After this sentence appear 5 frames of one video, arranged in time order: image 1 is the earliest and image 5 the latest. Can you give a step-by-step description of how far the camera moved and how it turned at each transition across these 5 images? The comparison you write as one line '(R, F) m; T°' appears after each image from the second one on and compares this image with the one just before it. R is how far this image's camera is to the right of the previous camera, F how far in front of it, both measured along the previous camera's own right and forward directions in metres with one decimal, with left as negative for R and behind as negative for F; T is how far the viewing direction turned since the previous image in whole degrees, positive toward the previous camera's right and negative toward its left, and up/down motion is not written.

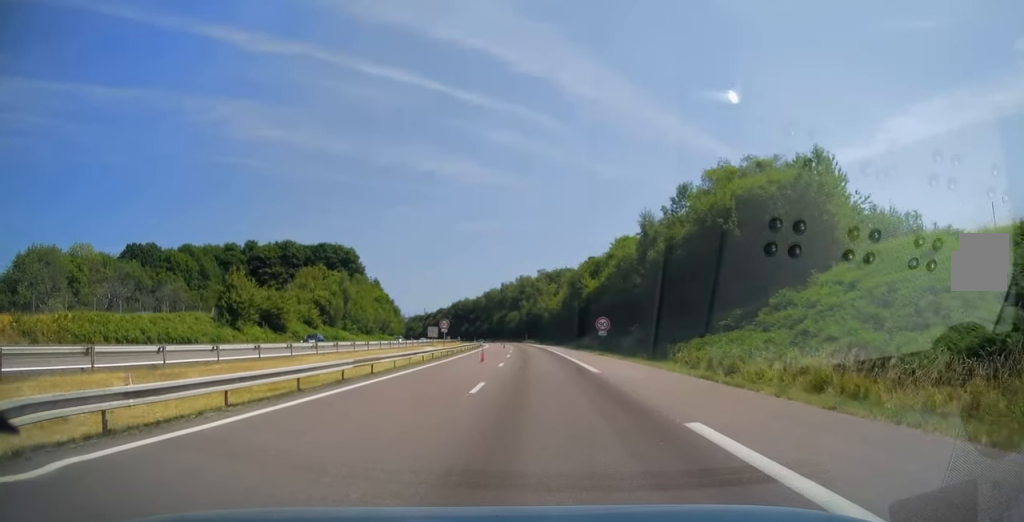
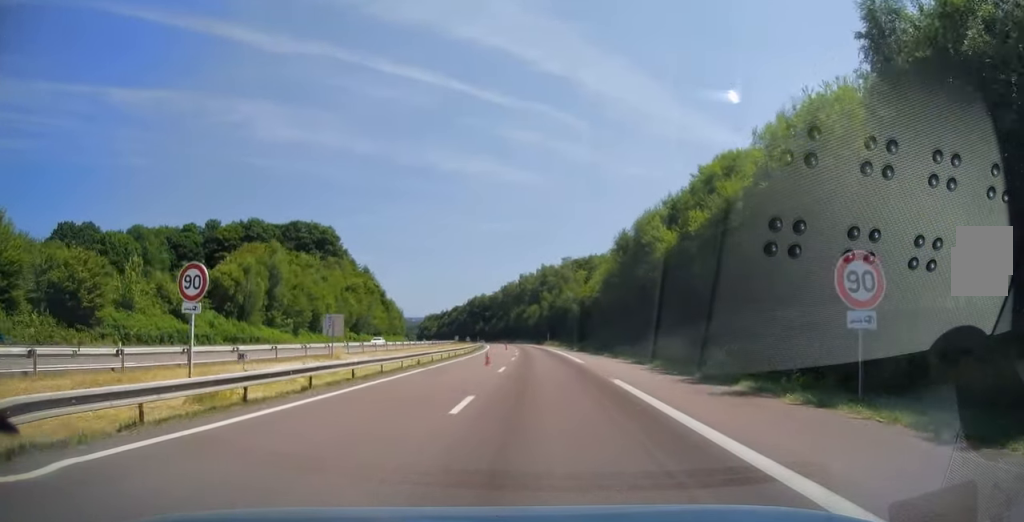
(-0.6, +42.9) m; -2°
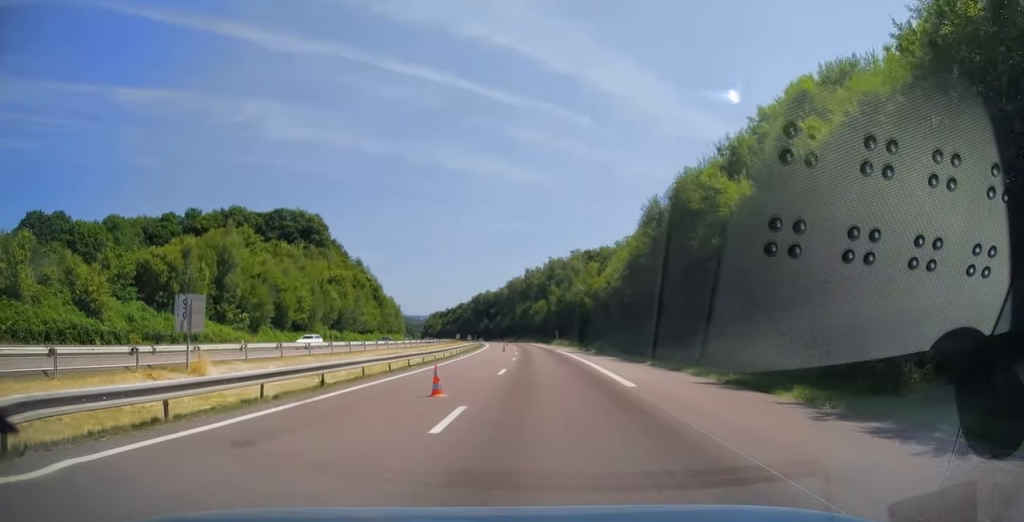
(-0.1, +15.4) m; -1°
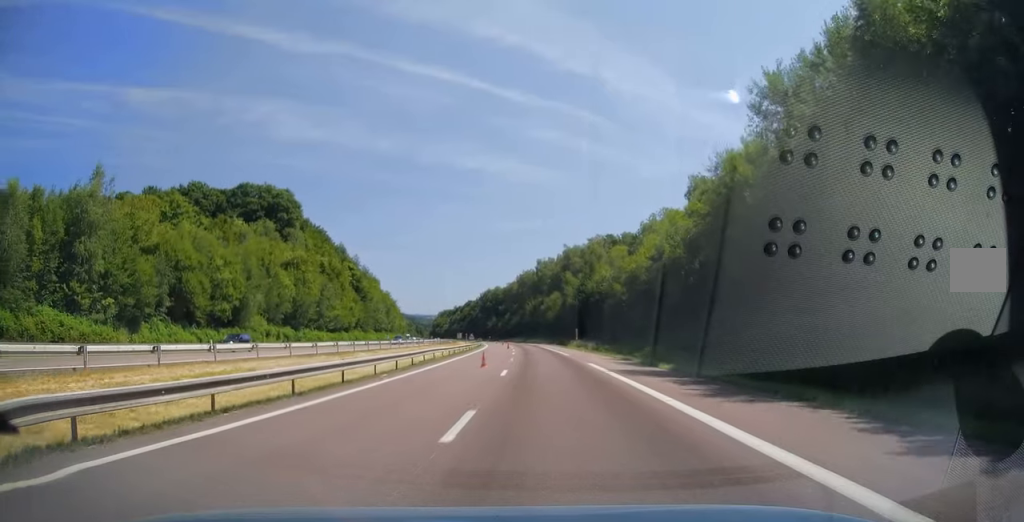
(-0.4, +26.9) m; -1°
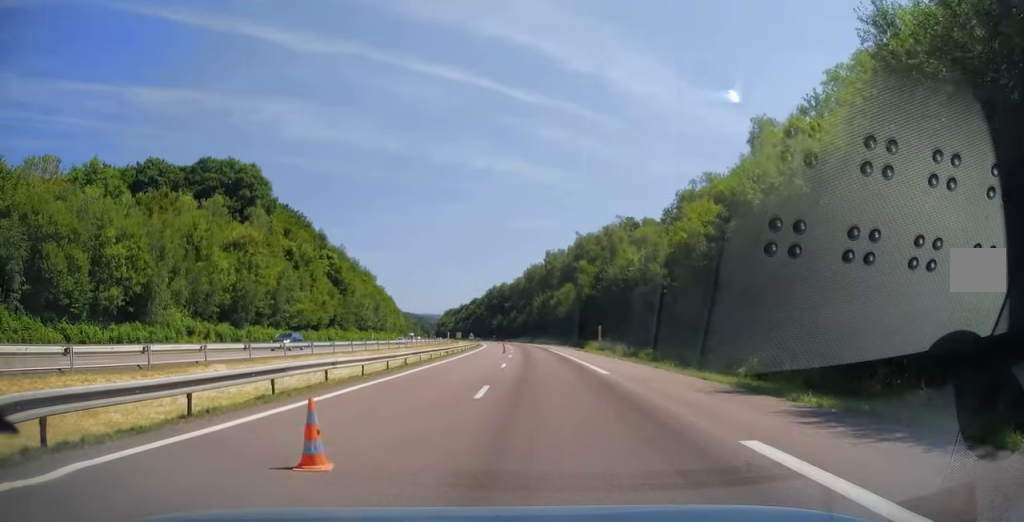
(+0.1, +20.7) m; -1°
